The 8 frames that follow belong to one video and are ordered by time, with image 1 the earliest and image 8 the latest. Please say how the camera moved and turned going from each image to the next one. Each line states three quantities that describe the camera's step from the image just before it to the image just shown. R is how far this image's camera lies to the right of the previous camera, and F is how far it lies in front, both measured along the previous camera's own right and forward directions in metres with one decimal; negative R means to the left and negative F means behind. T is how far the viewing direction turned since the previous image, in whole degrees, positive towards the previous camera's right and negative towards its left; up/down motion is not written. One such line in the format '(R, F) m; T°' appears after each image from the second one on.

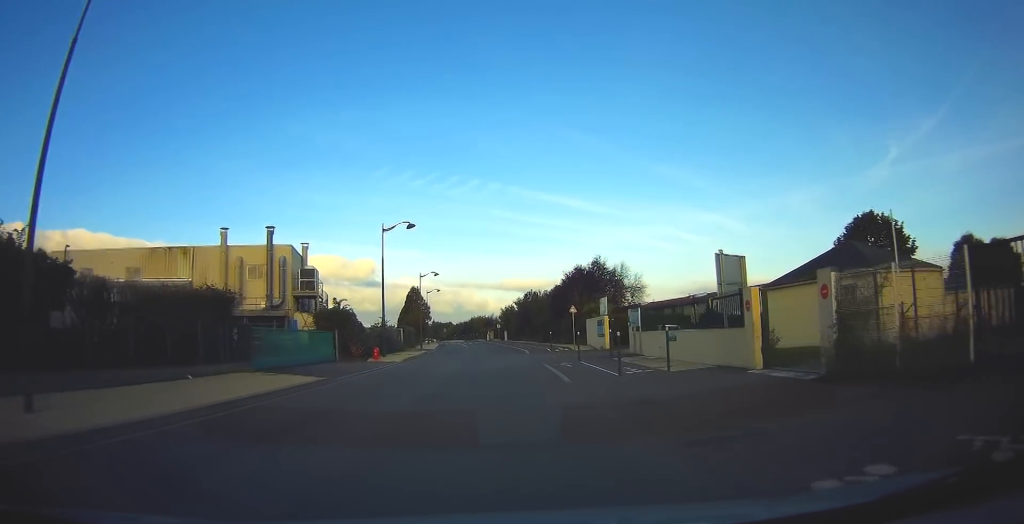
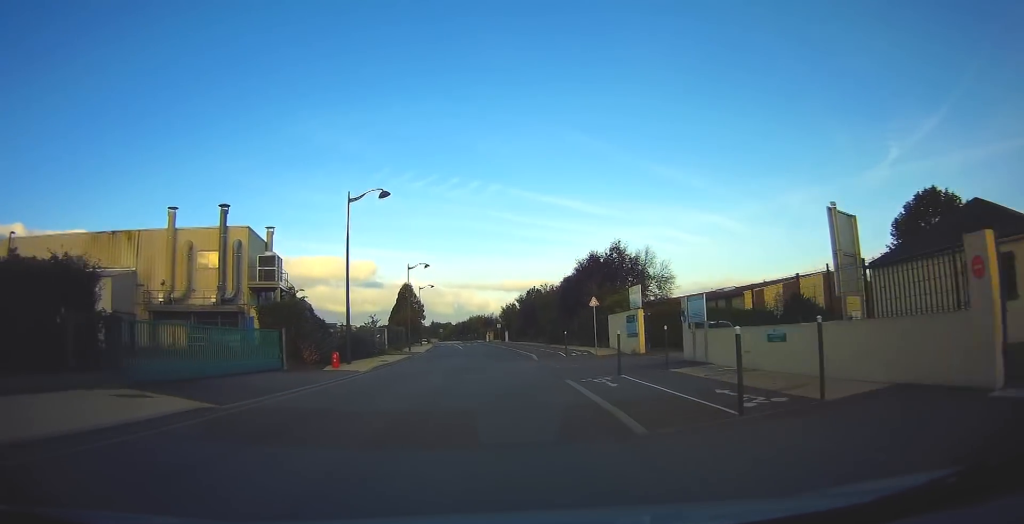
(-0.4, +8.5) m; -1°
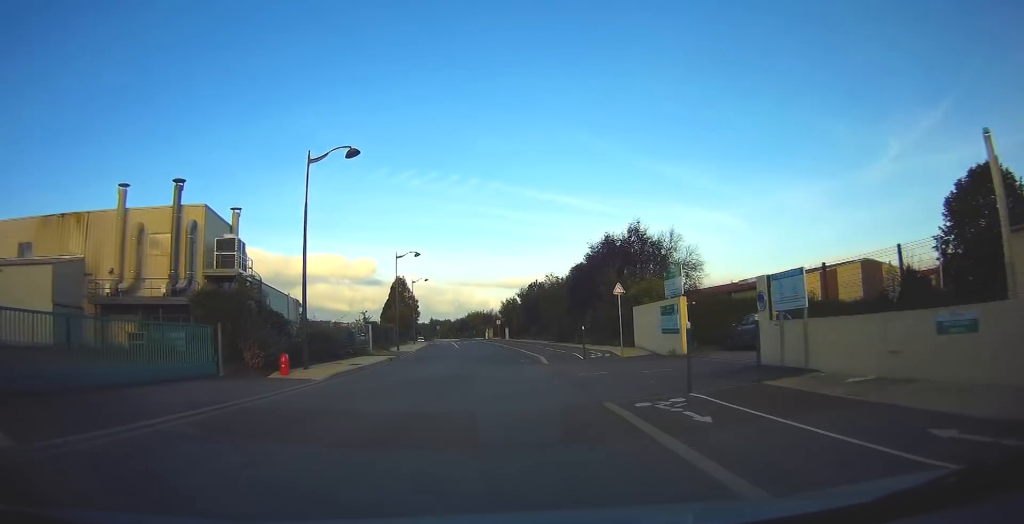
(+0.1, +6.2) m; 0°
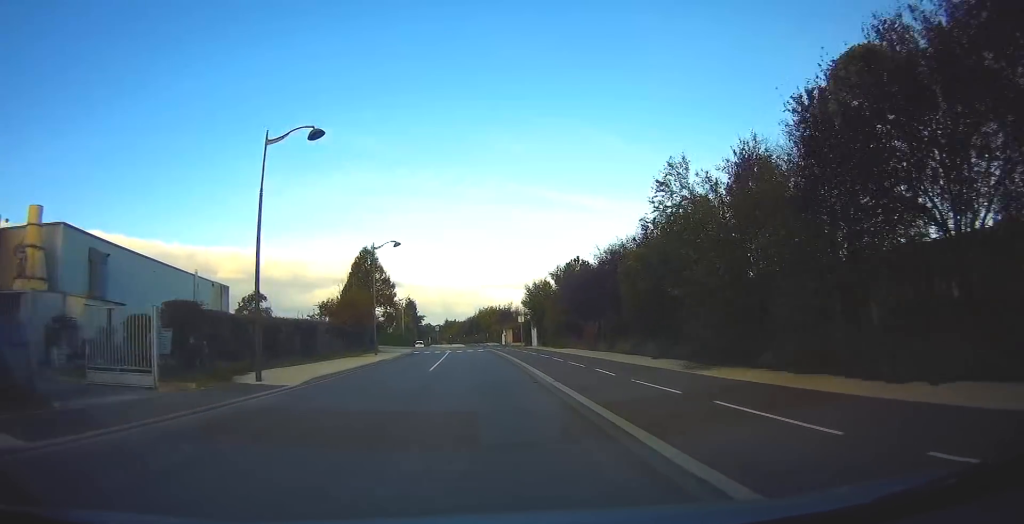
(+0.1, +31.7) m; -1°
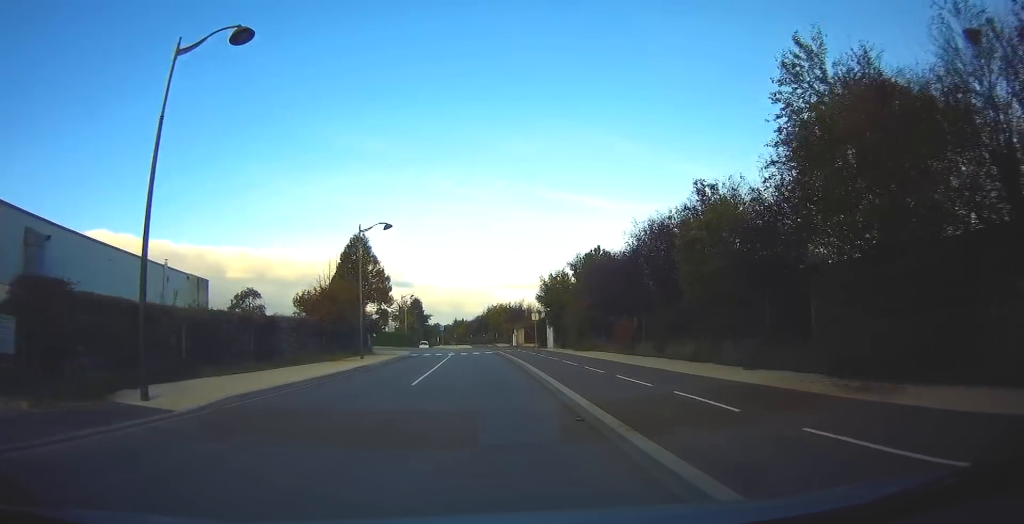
(-0.2, +7.2) m; -1°
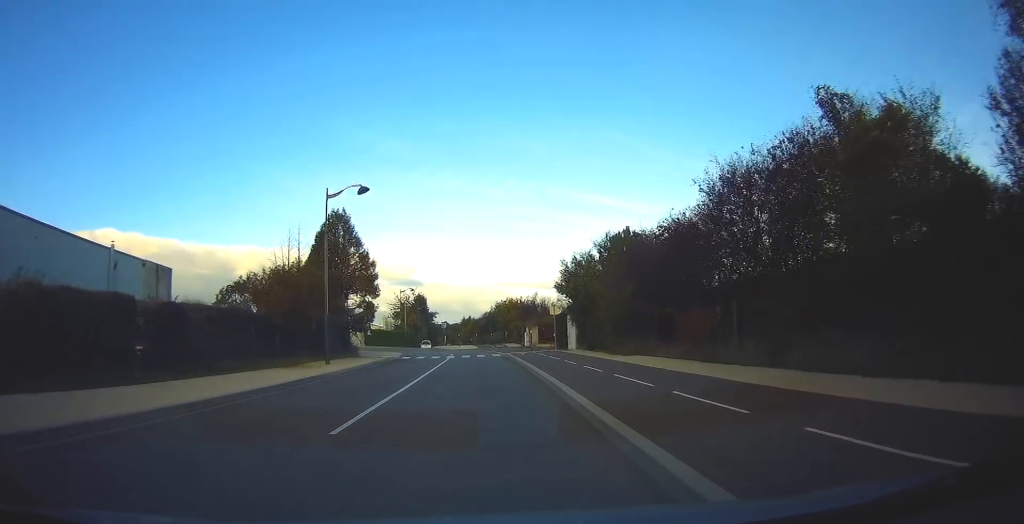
(0.0, +9.1) m; 0°
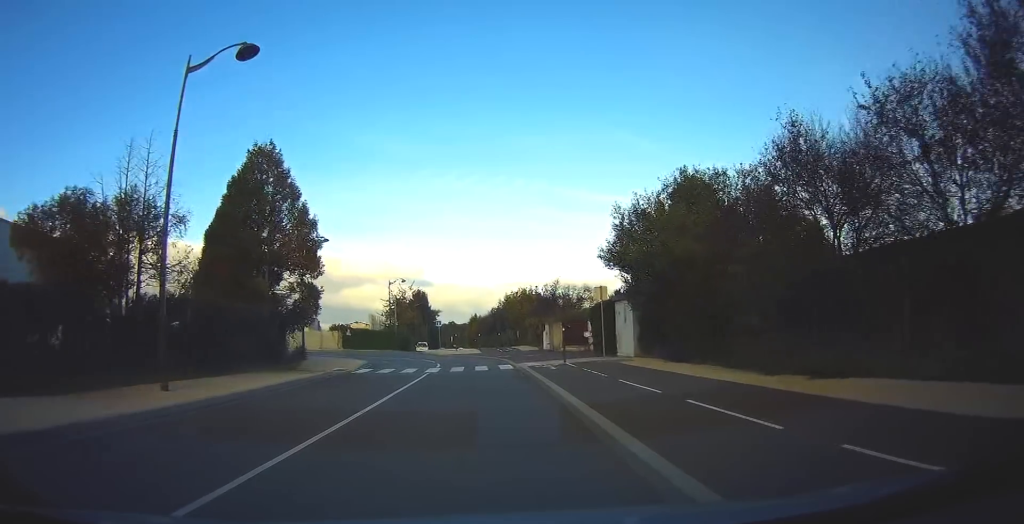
(0.0, +14.5) m; -2°
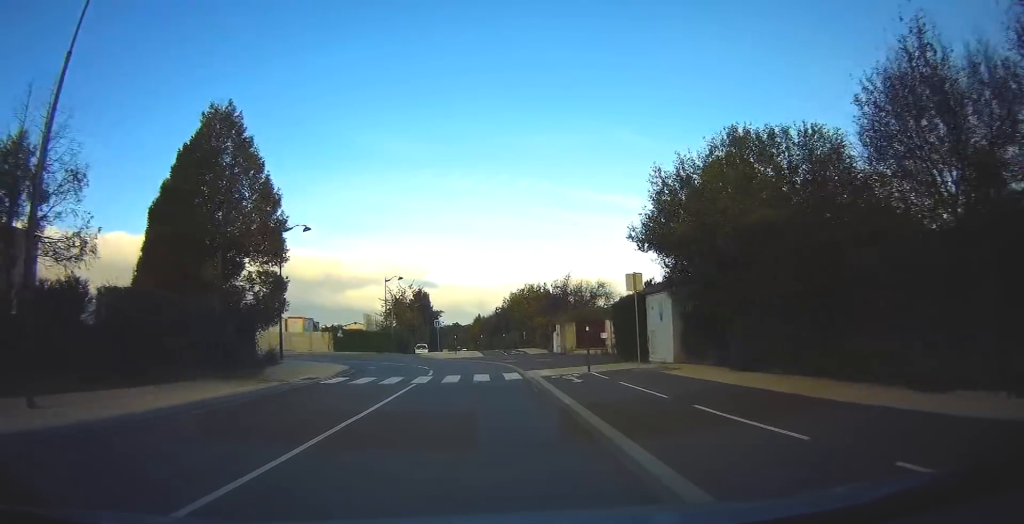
(-0.2, +4.9) m; -1°
